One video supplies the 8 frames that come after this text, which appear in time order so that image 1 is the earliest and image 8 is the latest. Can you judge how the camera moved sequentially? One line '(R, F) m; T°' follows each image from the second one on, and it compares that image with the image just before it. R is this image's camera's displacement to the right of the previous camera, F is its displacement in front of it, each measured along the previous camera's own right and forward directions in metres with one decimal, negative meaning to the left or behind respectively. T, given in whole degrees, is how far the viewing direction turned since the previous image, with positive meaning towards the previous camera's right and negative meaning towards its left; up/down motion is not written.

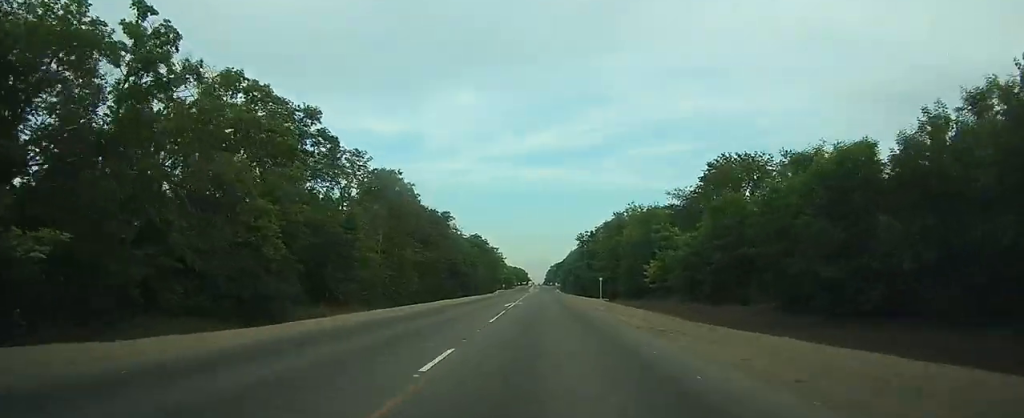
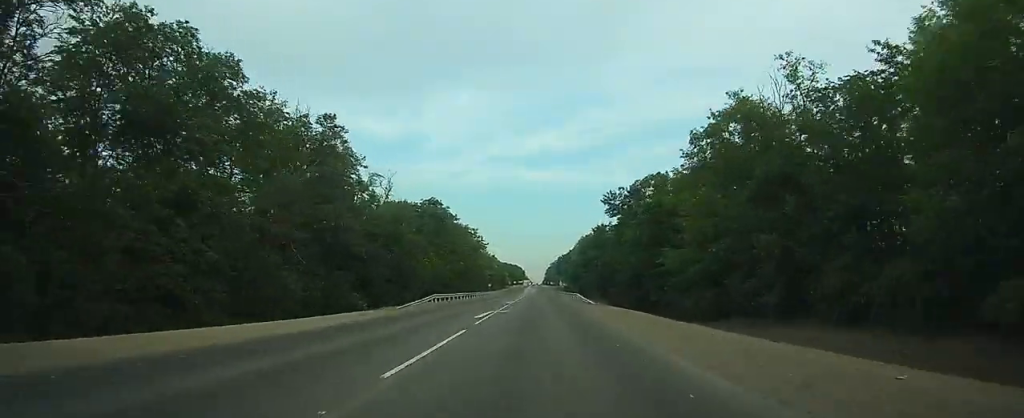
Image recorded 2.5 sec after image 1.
(+0.1, +66.2) m; 0°
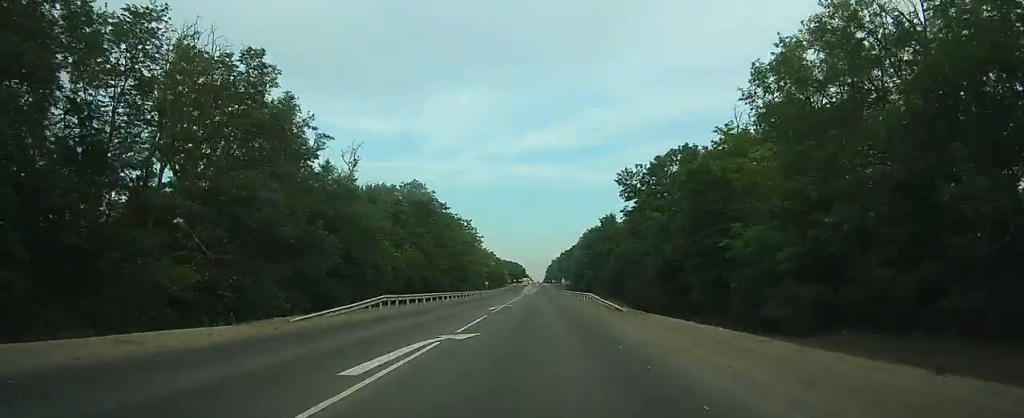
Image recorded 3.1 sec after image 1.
(0.0, +12.8) m; 0°
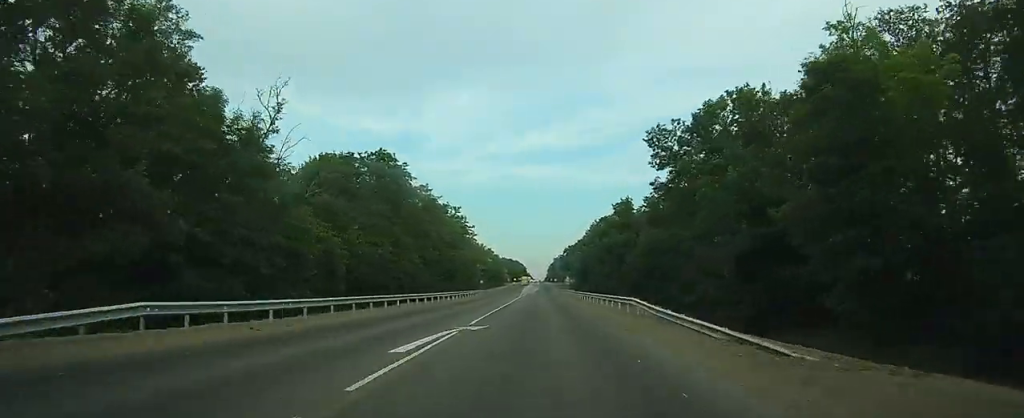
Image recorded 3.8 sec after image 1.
(0.0, +16.1) m; 0°
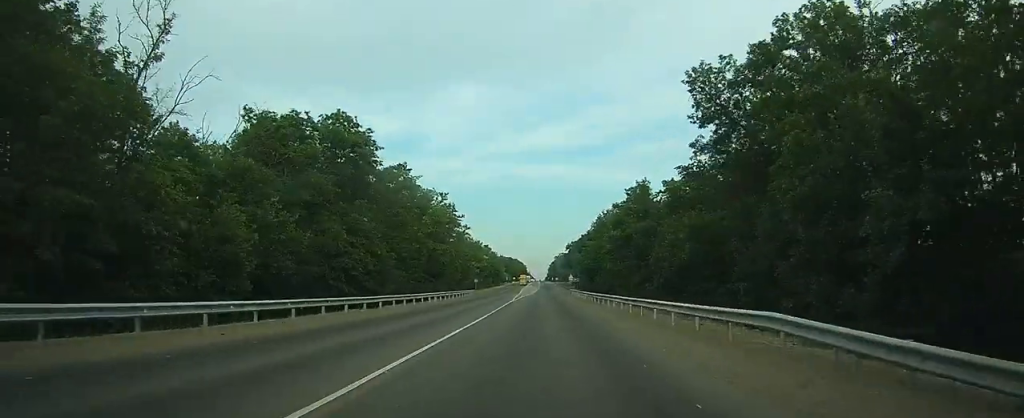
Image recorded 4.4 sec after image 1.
(0.0, +12.2) m; 0°
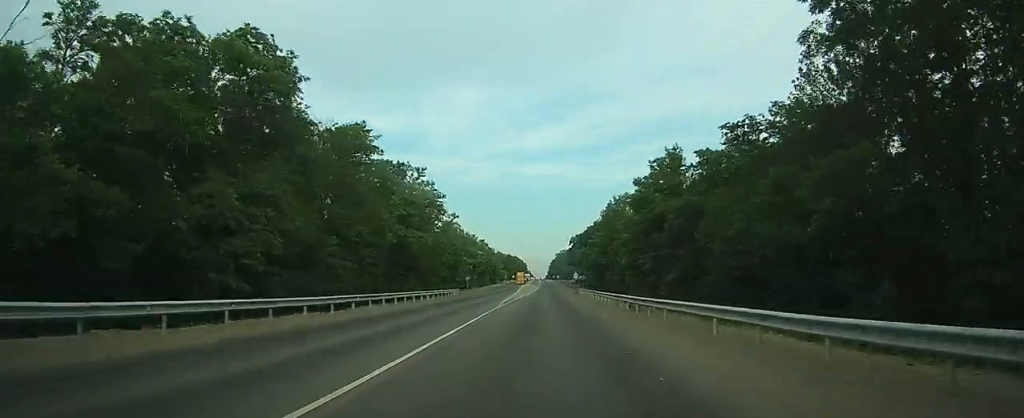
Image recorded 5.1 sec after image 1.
(0.0, +15.6) m; 0°
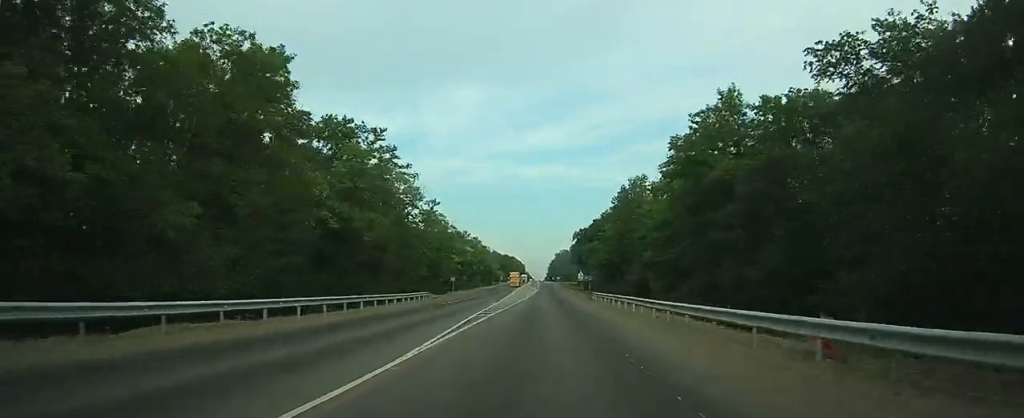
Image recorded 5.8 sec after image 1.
(0.0, +17.2) m; 0°
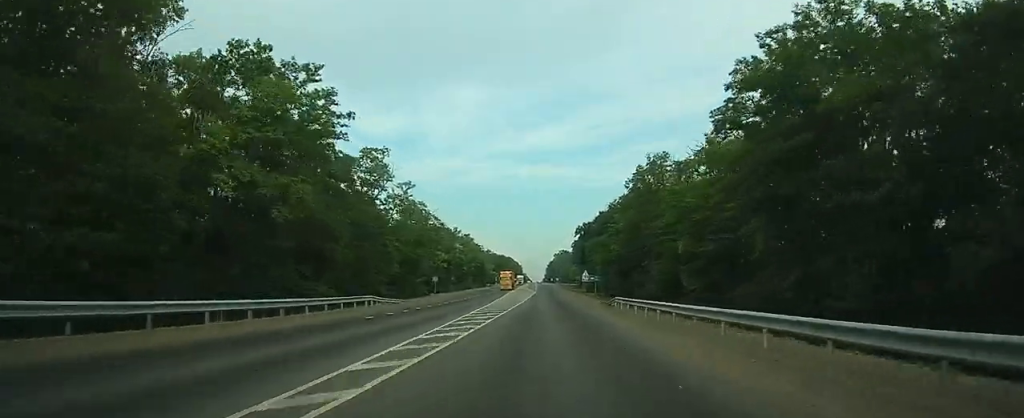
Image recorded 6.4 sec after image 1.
(0.0, +16.4) m; 0°
